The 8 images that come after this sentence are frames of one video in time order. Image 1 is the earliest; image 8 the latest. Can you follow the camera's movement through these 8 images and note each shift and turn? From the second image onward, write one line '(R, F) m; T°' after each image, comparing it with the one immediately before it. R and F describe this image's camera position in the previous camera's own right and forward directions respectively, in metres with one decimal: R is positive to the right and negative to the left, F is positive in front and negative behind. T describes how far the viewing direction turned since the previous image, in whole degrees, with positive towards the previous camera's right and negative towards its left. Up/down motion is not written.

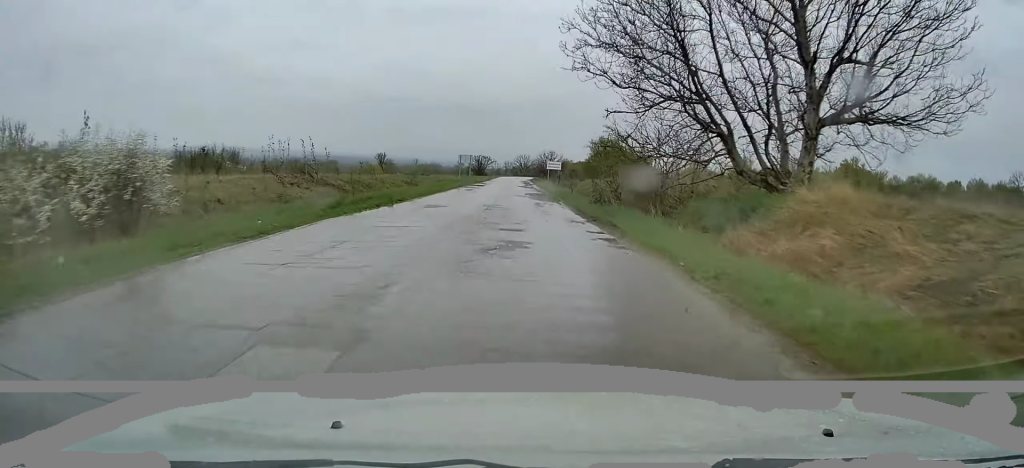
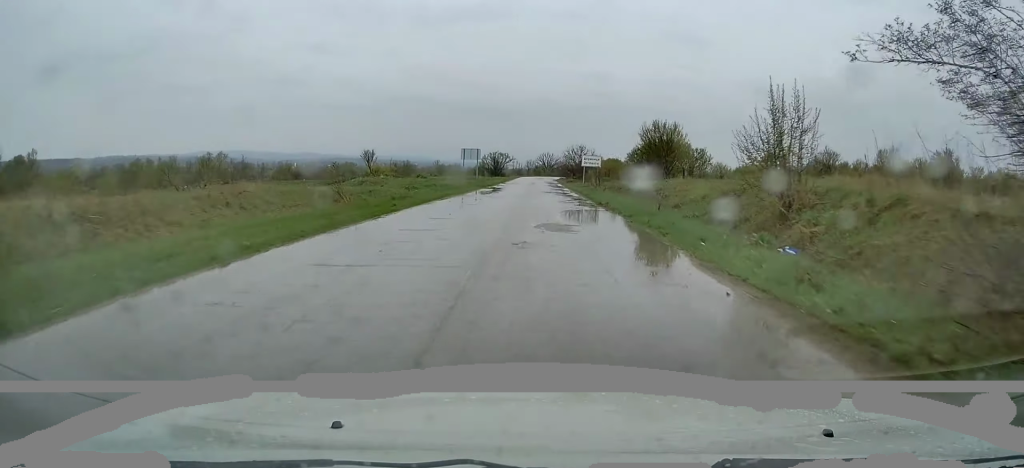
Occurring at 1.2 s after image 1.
(-0.4, +21.8) m; -2°
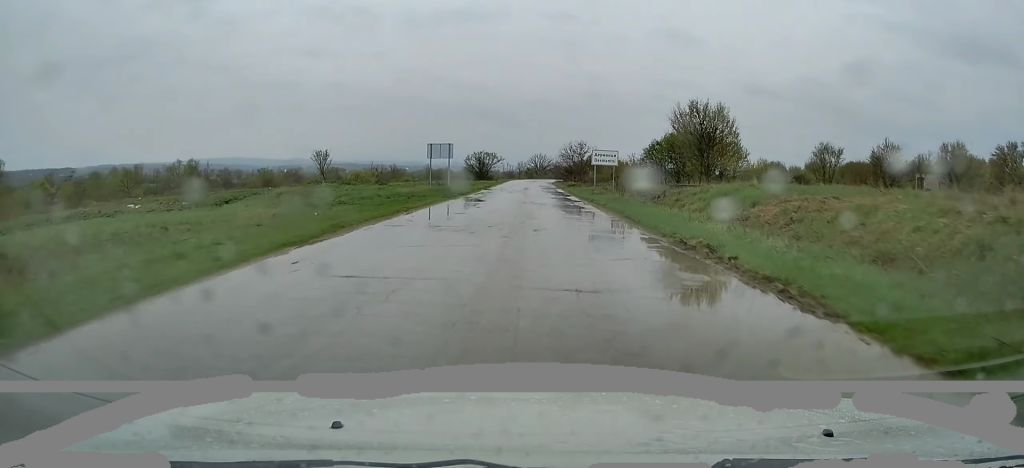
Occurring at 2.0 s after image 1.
(-0.1, +16.1) m; 0°
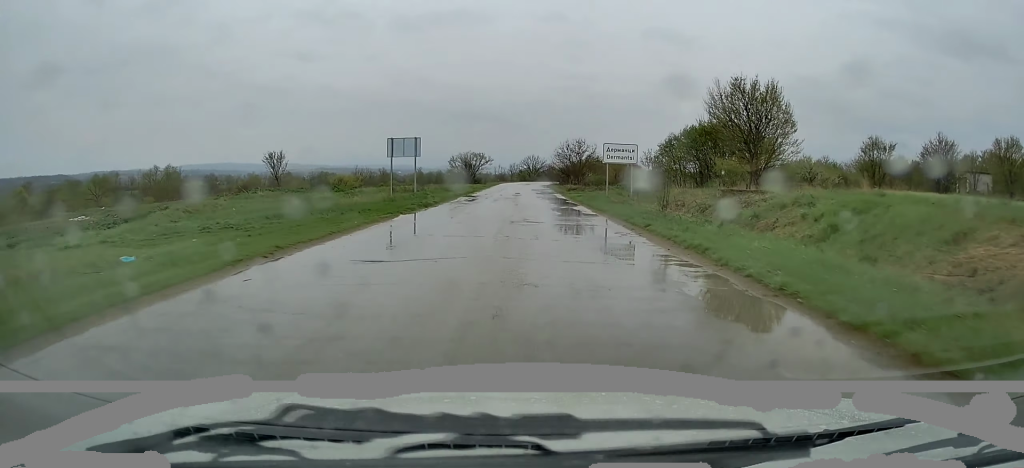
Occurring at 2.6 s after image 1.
(0.0, +10.6) m; 0°
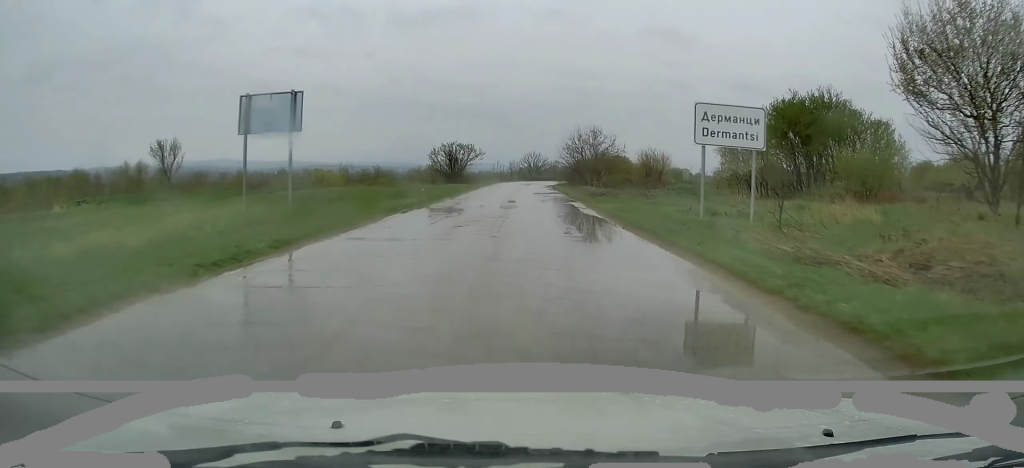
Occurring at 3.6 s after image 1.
(+0.1, +18.1) m; 0°
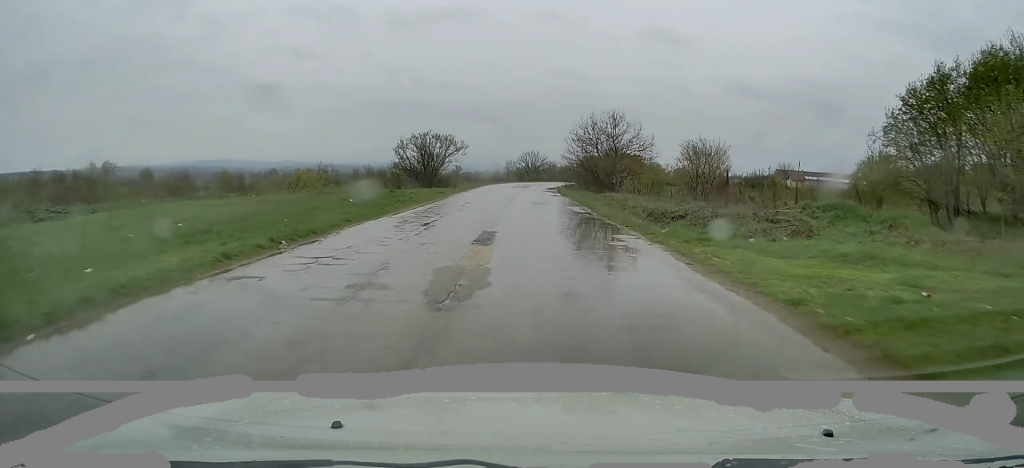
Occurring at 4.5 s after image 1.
(+0.1, +16.9) m; 0°
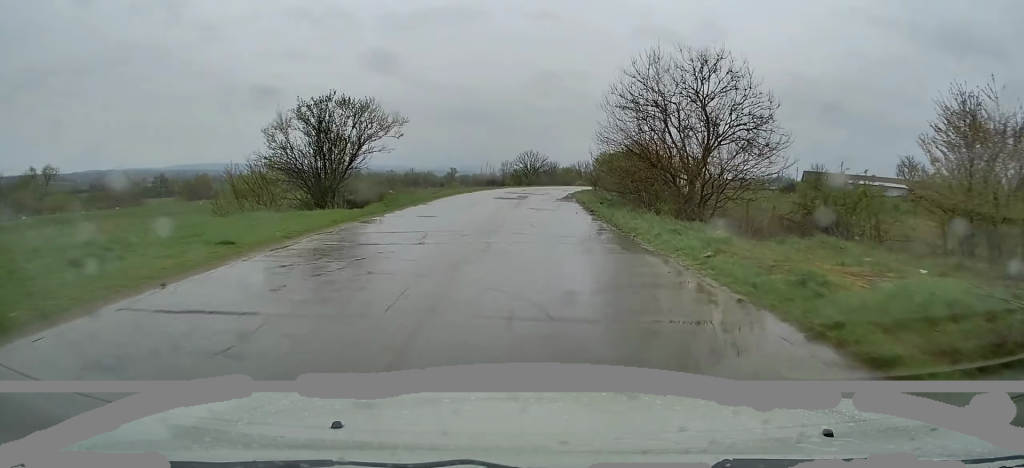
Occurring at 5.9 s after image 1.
(+0.1, +26.2) m; 0°
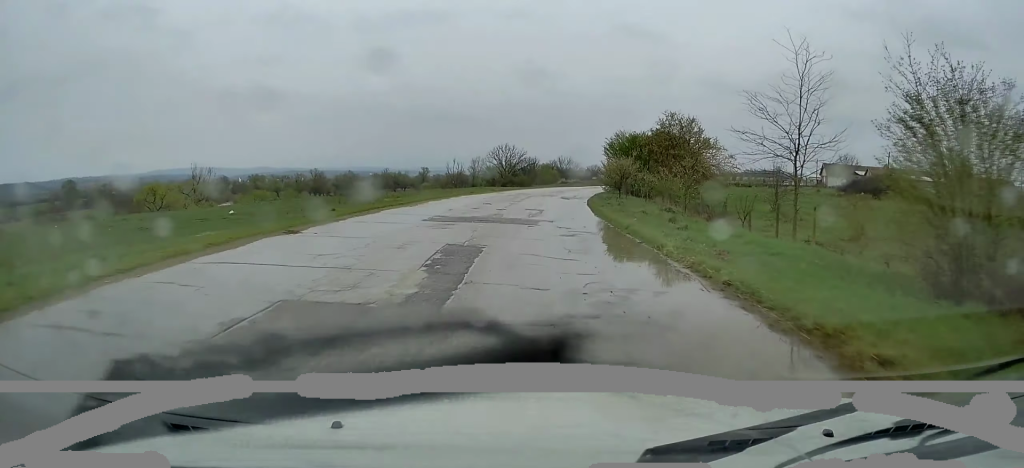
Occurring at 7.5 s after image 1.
(+0.2, +30.7) m; +2°
